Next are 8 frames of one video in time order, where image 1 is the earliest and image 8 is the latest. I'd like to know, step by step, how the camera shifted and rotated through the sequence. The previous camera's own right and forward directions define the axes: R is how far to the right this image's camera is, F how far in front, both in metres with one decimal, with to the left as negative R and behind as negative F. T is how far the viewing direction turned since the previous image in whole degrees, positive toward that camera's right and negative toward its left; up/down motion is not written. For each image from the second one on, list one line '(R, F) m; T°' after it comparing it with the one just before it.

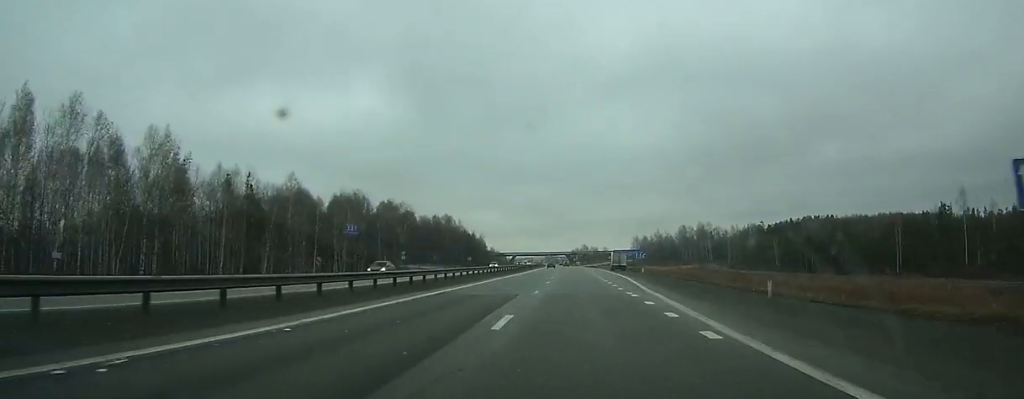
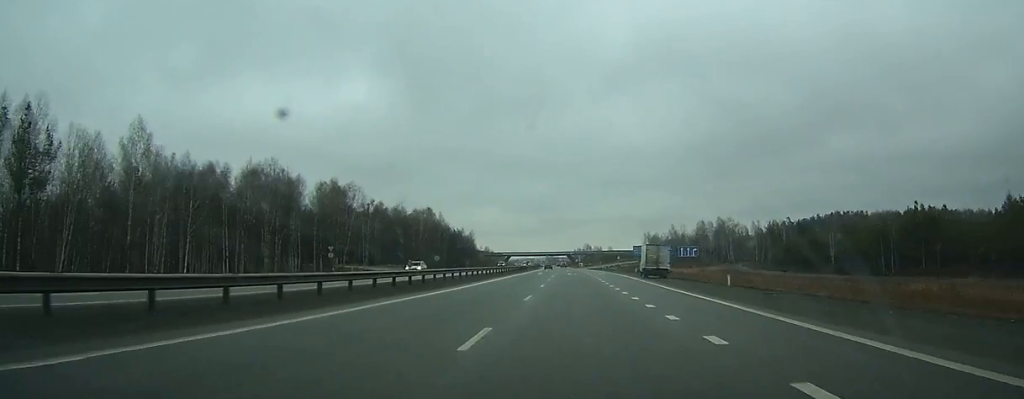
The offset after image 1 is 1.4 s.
(0.0, +40.1) m; 0°
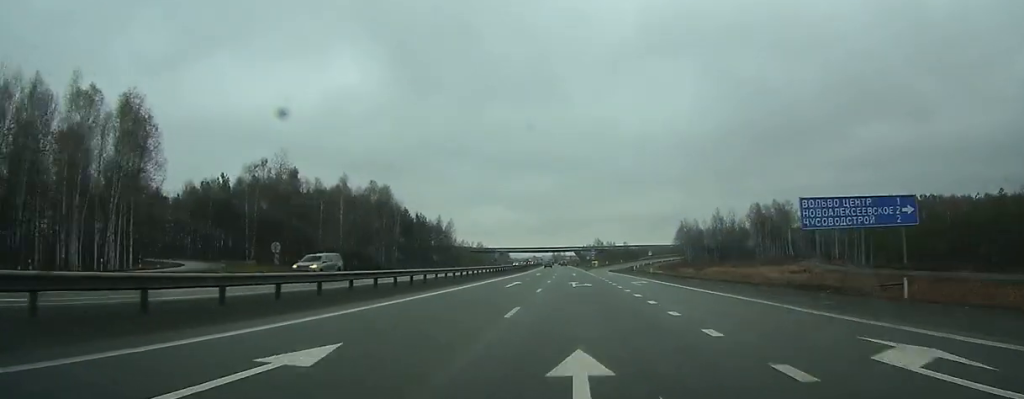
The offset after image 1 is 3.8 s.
(-0.5, +67.9) m; -1°
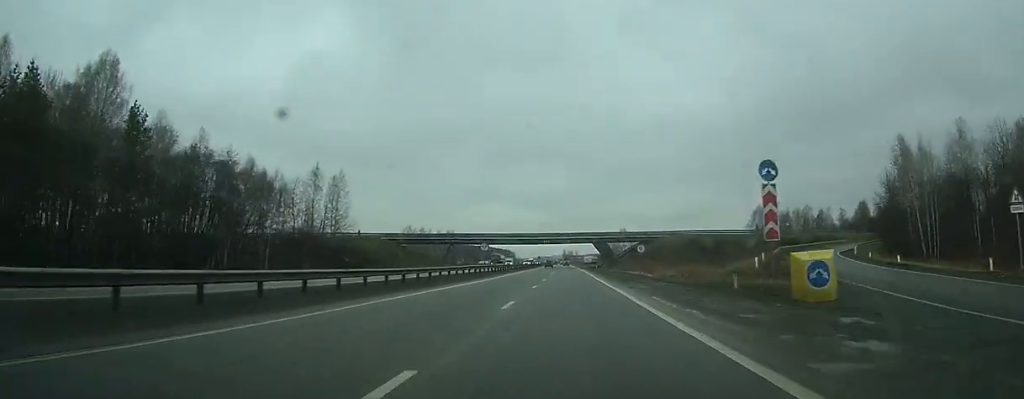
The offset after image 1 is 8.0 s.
(-1.1, +117.8) m; -1°
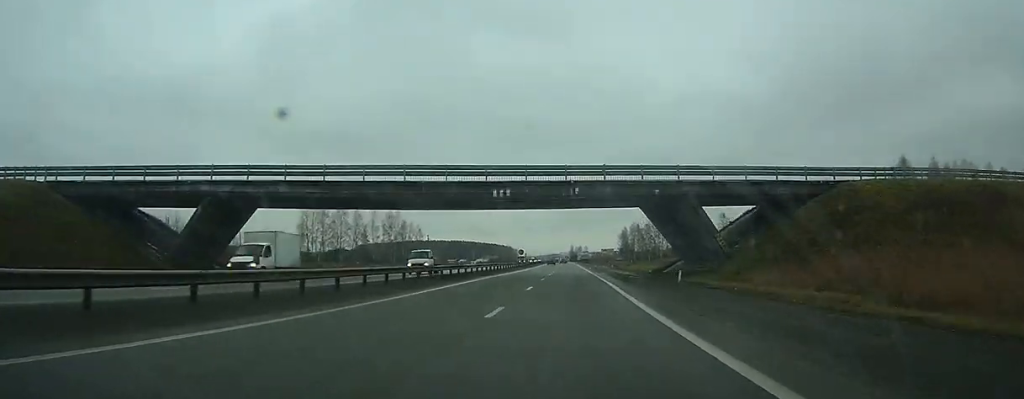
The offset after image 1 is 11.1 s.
(-1.0, +86.8) m; -1°
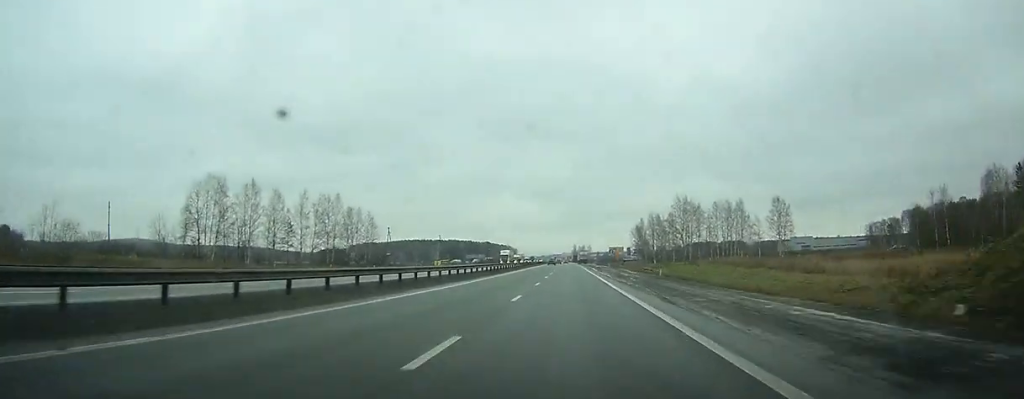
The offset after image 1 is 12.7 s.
(-0.3, +43.5) m; -1°
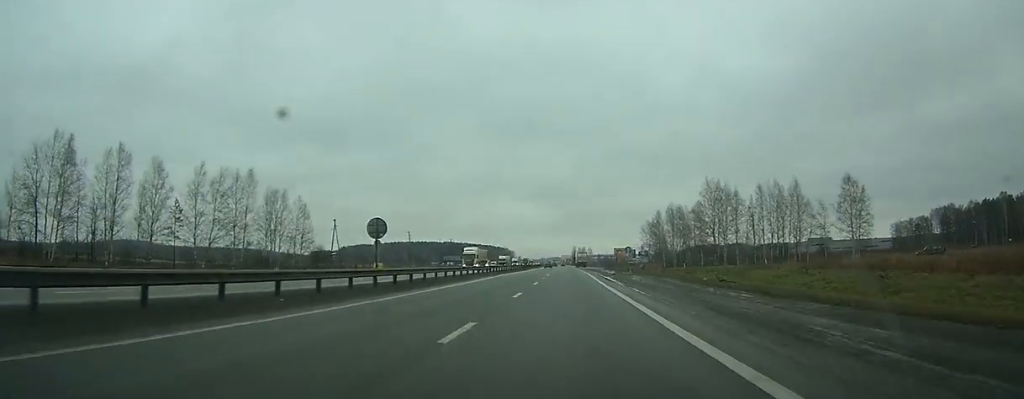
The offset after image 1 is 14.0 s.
(-0.1, +33.9) m; 0°
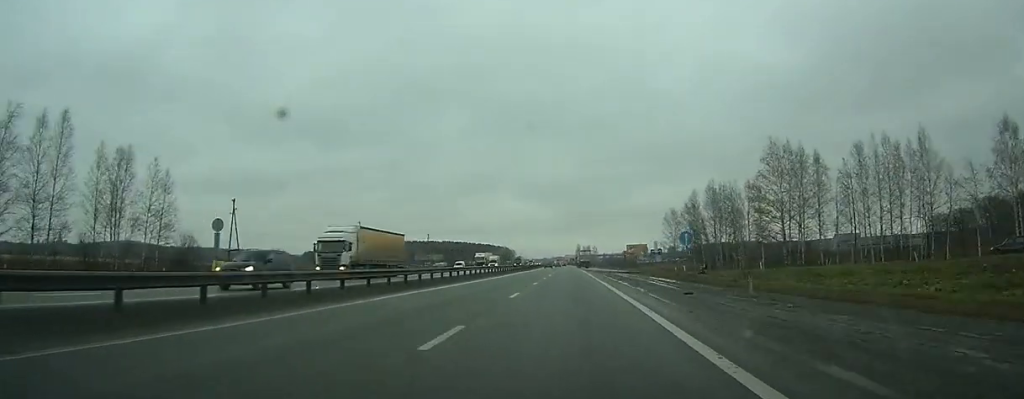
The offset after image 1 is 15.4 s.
(-0.1, +36.9) m; 0°
